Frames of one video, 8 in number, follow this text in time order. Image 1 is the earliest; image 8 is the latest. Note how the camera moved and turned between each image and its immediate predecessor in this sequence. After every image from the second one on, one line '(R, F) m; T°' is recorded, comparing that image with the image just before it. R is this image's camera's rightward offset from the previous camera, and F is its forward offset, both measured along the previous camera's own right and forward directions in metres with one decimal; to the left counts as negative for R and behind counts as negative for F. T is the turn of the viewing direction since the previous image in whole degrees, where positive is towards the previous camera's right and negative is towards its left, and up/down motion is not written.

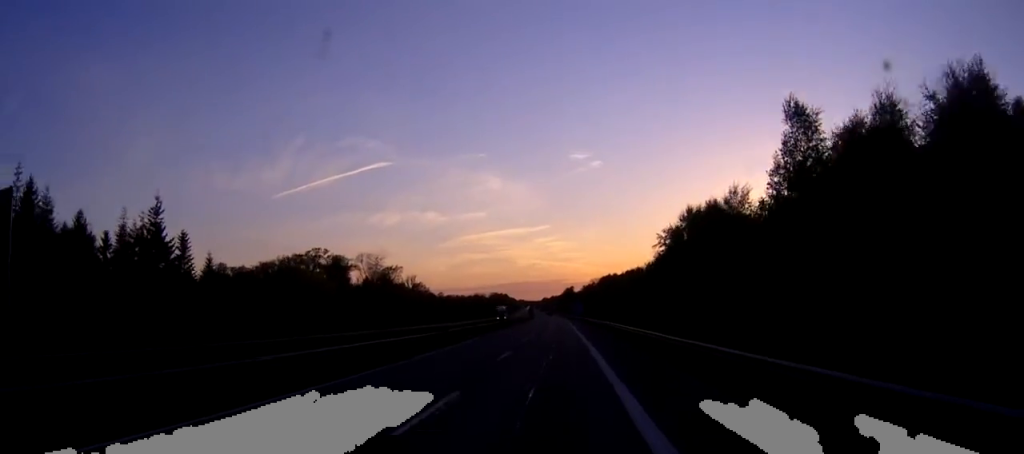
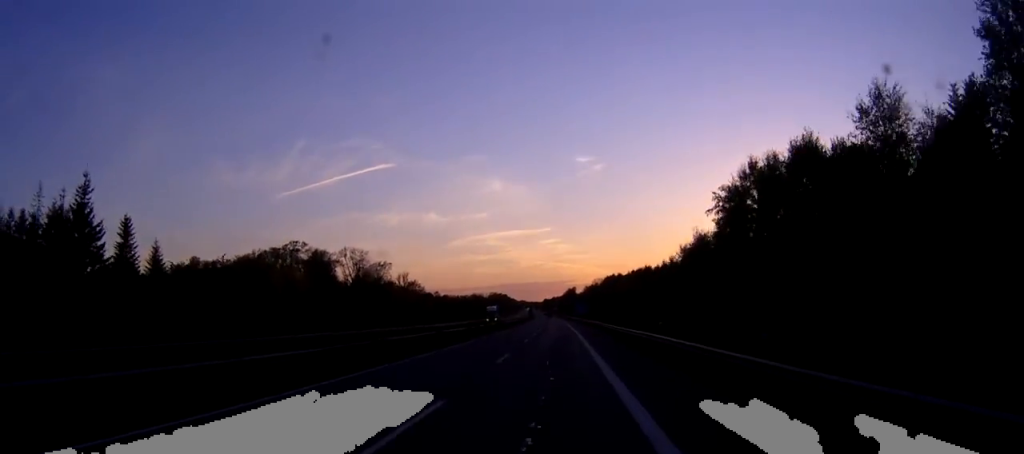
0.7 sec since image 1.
(0.0, +19.8) m; 0°
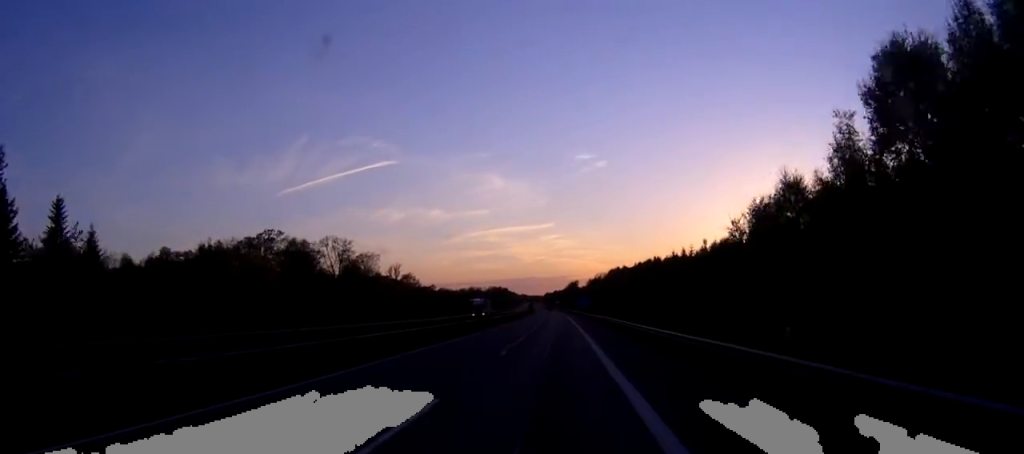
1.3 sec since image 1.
(0.0, +18.8) m; 0°
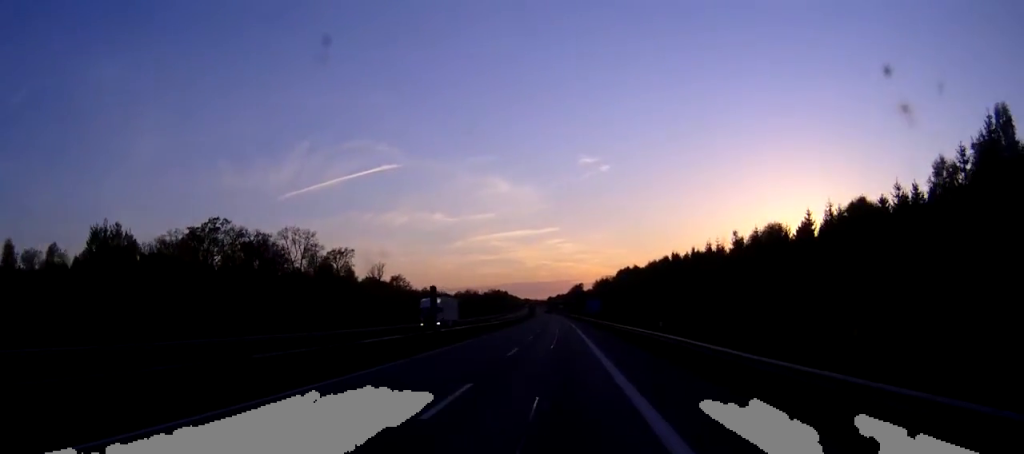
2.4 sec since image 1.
(-0.1, +31.8) m; 0°
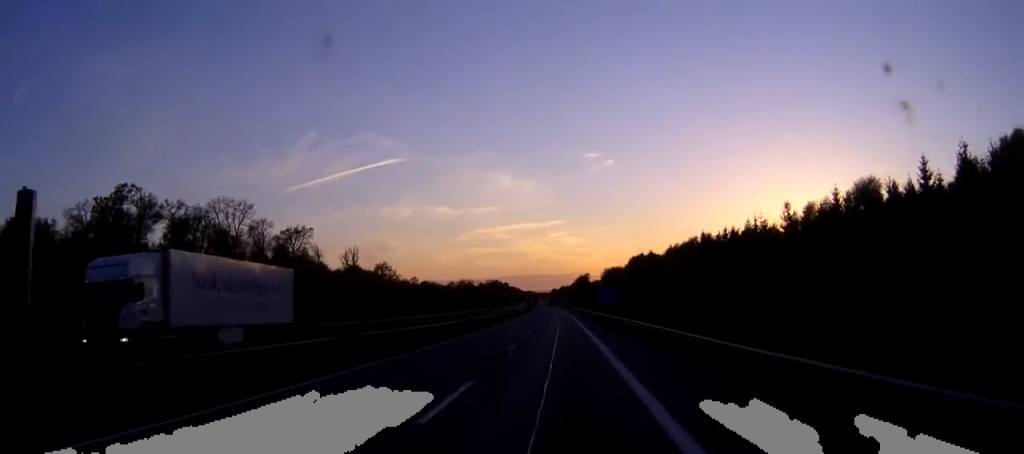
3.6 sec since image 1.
(0.0, +36.8) m; 0°
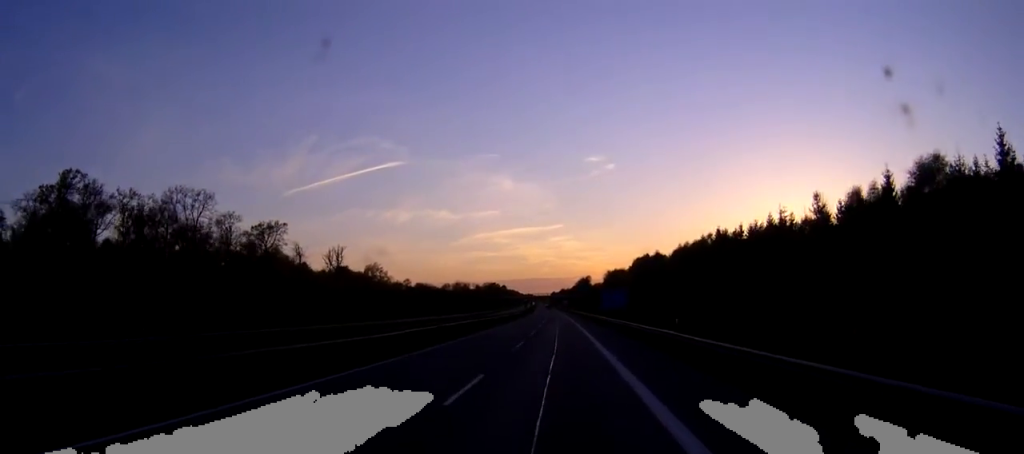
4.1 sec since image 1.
(0.0, +15.9) m; 0°
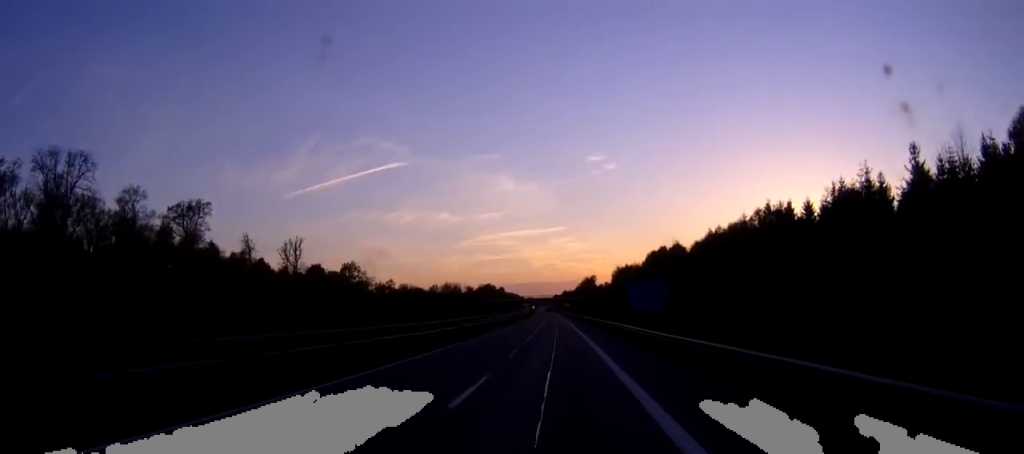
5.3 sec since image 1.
(-0.1, +34.8) m; 0°
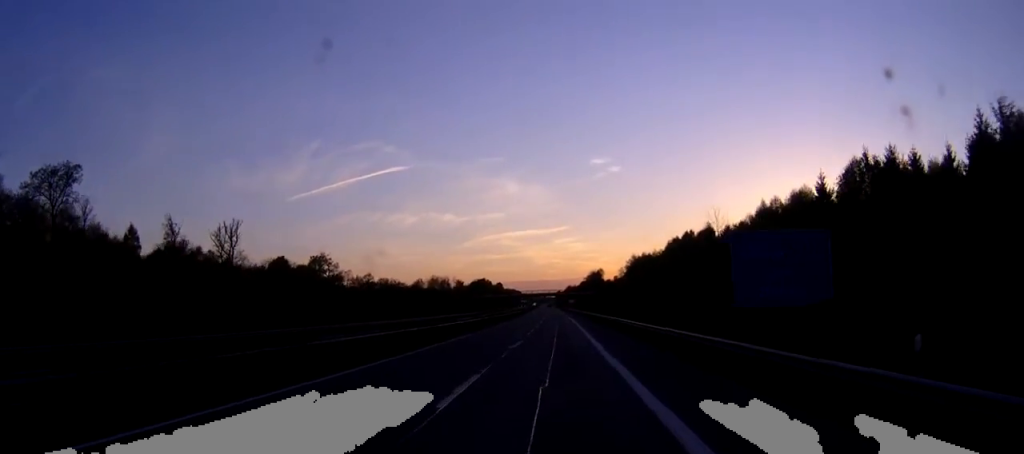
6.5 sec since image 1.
(-0.1, +36.9) m; 0°
